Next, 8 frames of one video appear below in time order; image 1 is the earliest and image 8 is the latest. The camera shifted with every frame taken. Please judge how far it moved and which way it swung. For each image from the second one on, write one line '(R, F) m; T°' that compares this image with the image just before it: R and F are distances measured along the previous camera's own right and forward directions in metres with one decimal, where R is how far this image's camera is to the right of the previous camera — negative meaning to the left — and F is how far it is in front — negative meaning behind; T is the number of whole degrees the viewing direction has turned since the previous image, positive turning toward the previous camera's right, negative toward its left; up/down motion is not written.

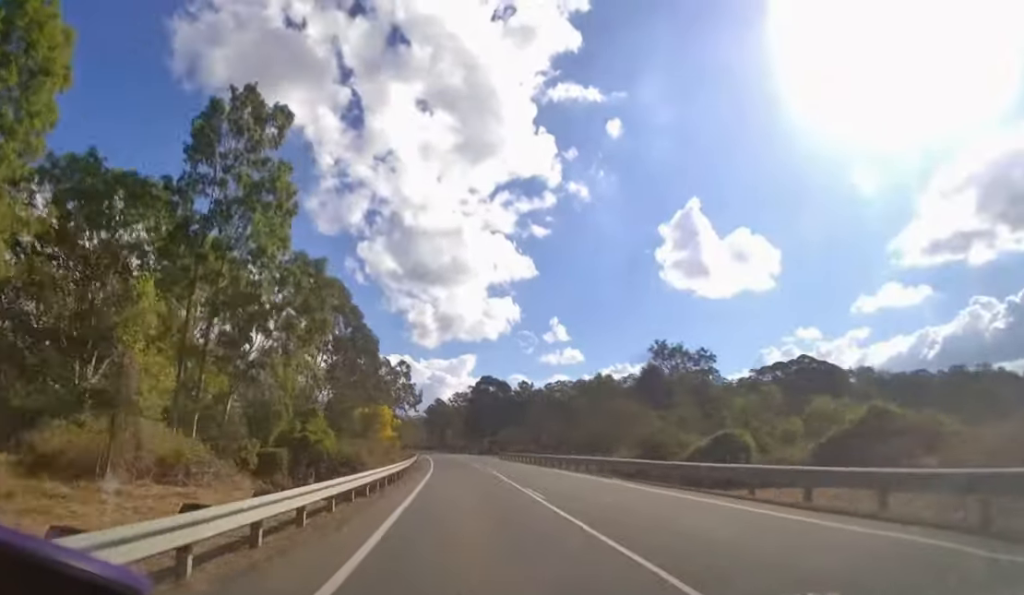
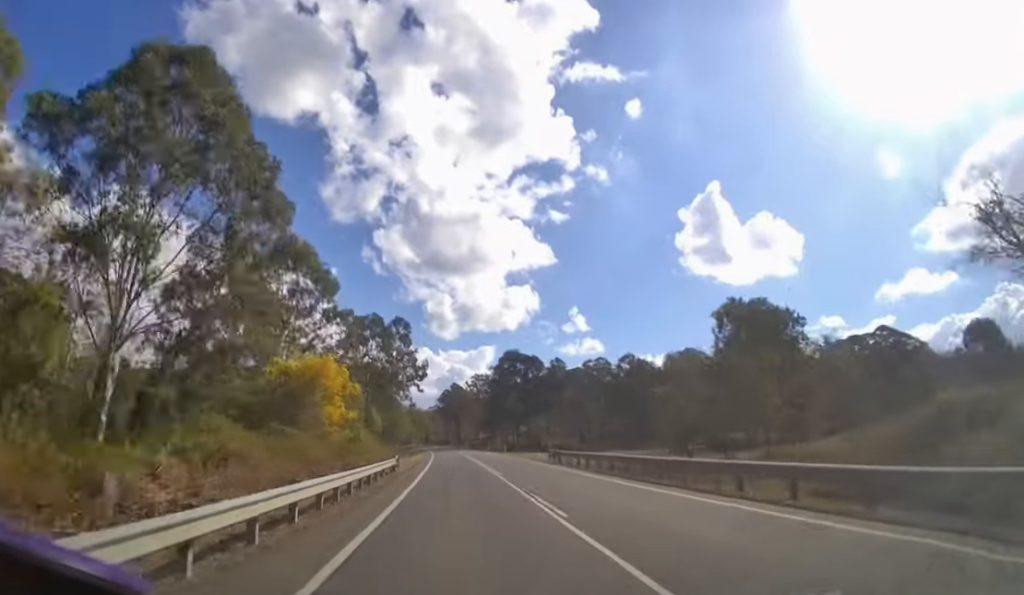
(-0.4, +29.7) m; -2°
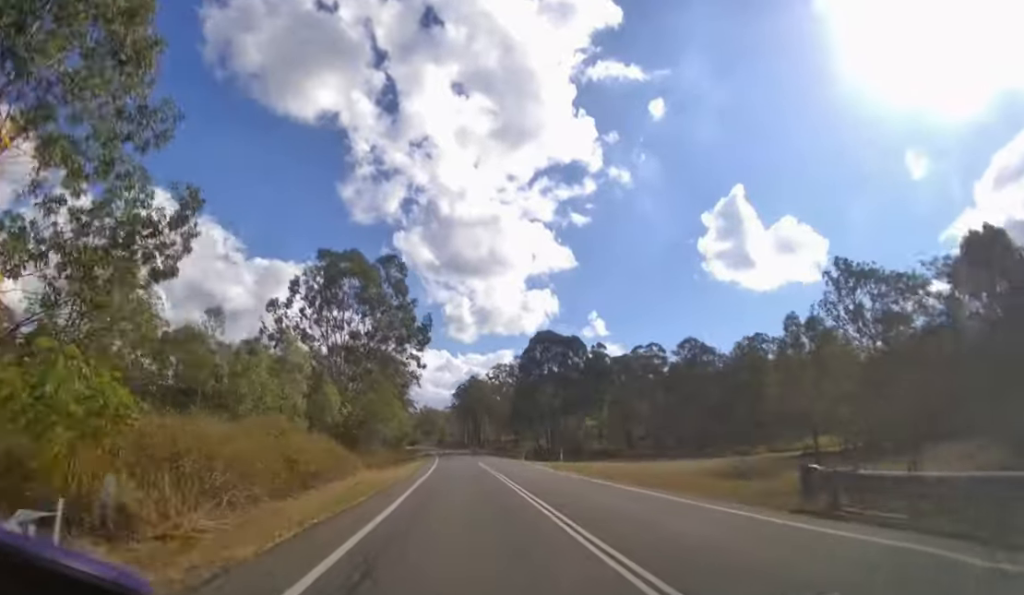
(-0.5, +25.1) m; -2°
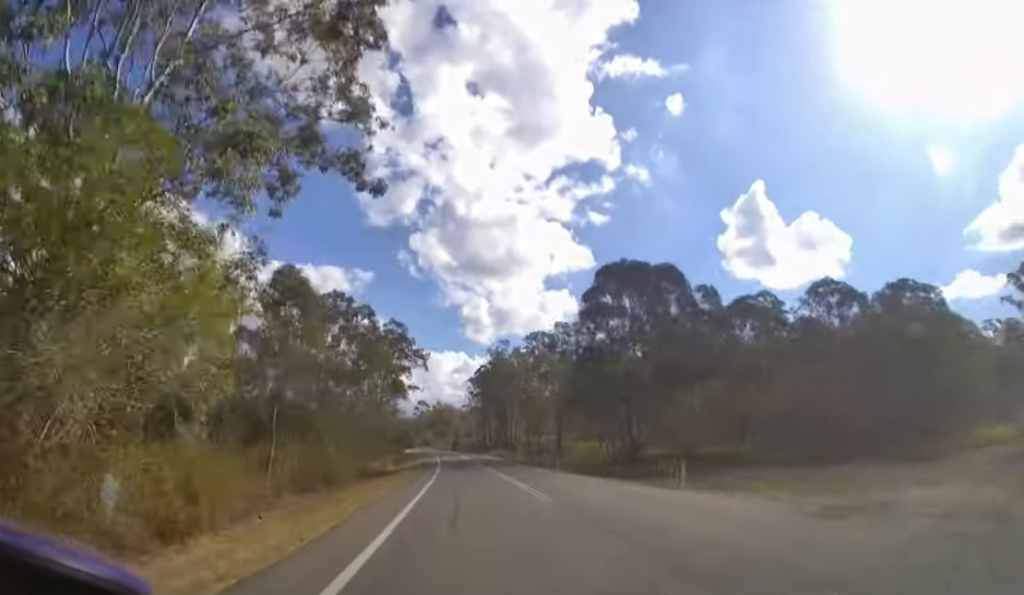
(-0.7, +32.3) m; -2°
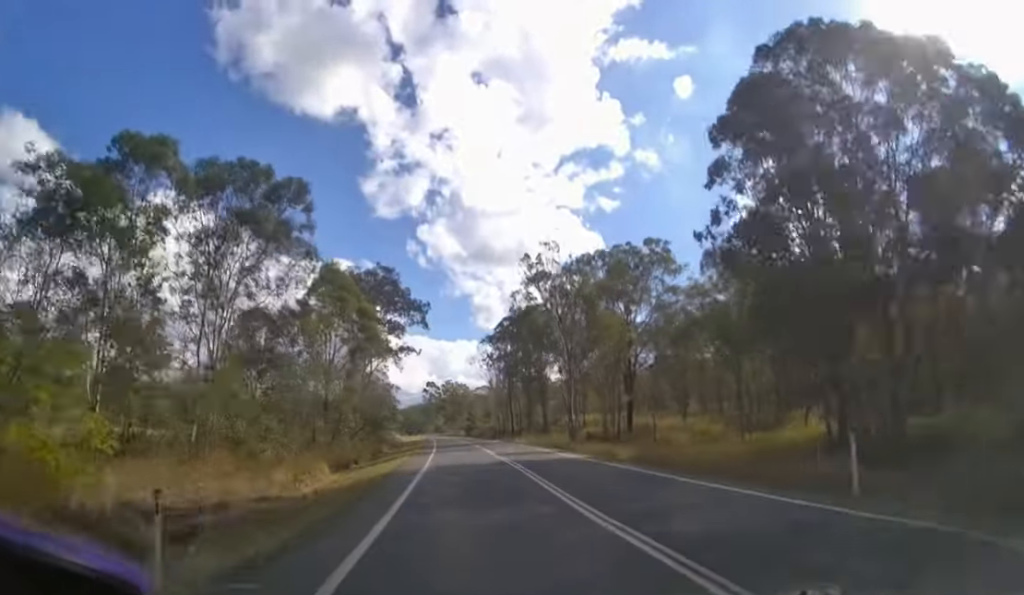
(-0.3, +26.2) m; -2°
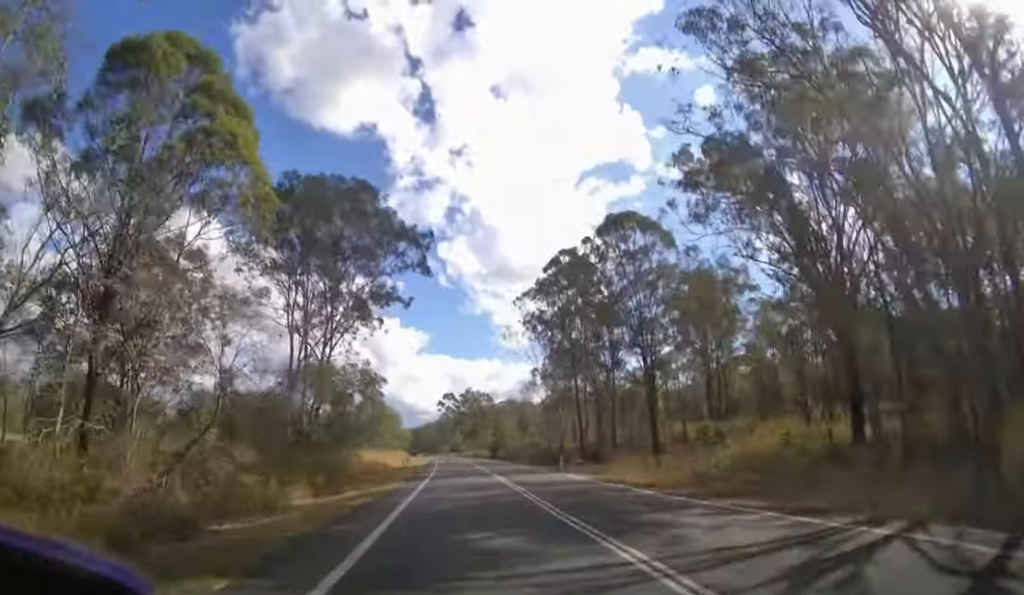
(-0.4, +27.0) m; -2°
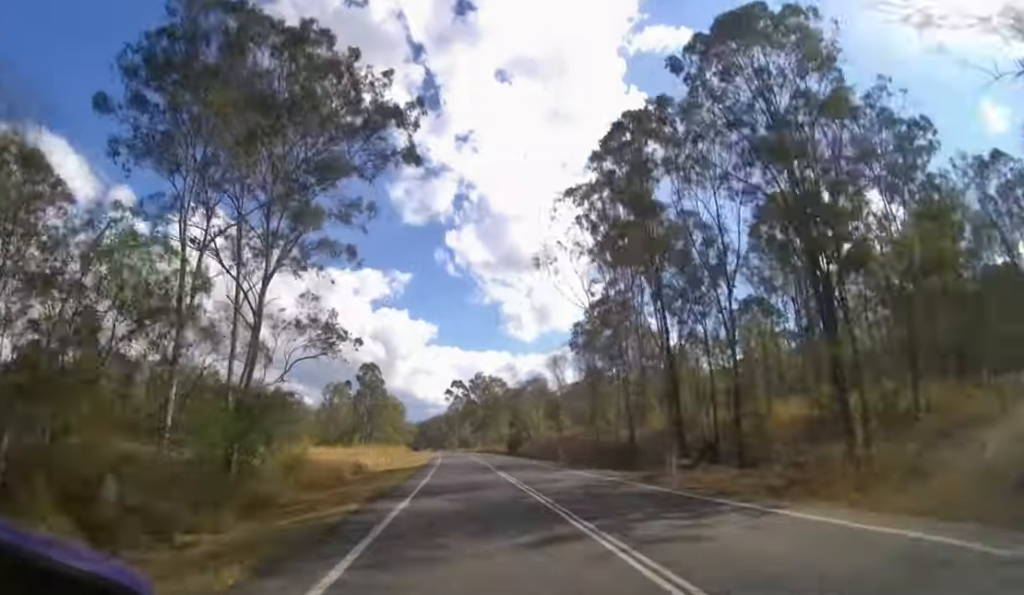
(-0.2, +15.3) m; -1°
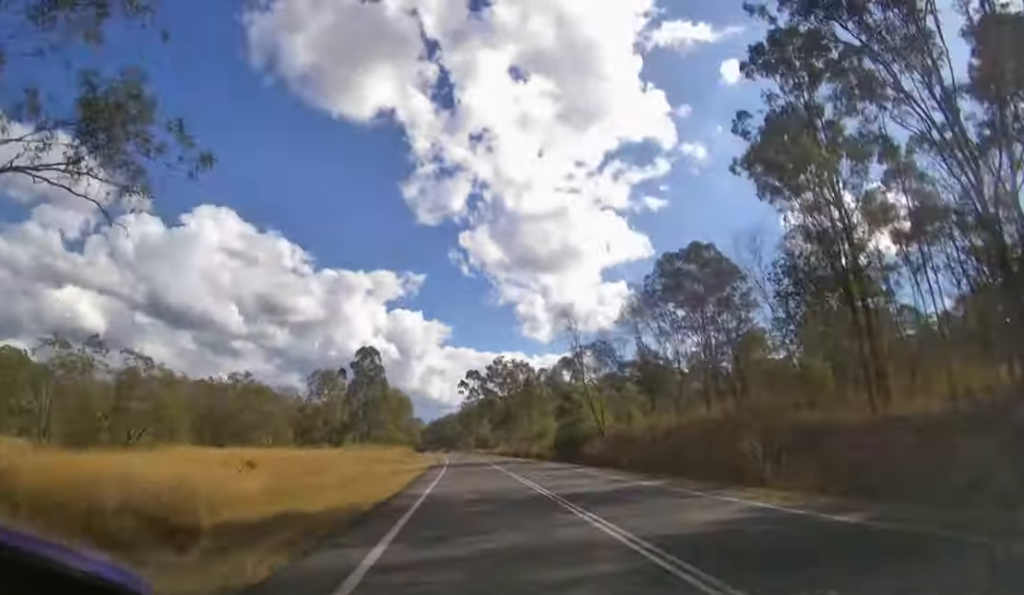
(-0.3, +24.1) m; -2°
